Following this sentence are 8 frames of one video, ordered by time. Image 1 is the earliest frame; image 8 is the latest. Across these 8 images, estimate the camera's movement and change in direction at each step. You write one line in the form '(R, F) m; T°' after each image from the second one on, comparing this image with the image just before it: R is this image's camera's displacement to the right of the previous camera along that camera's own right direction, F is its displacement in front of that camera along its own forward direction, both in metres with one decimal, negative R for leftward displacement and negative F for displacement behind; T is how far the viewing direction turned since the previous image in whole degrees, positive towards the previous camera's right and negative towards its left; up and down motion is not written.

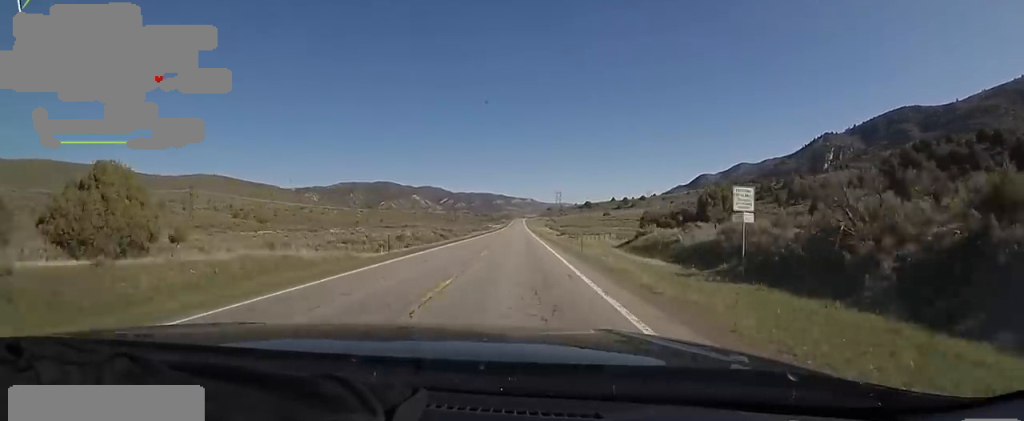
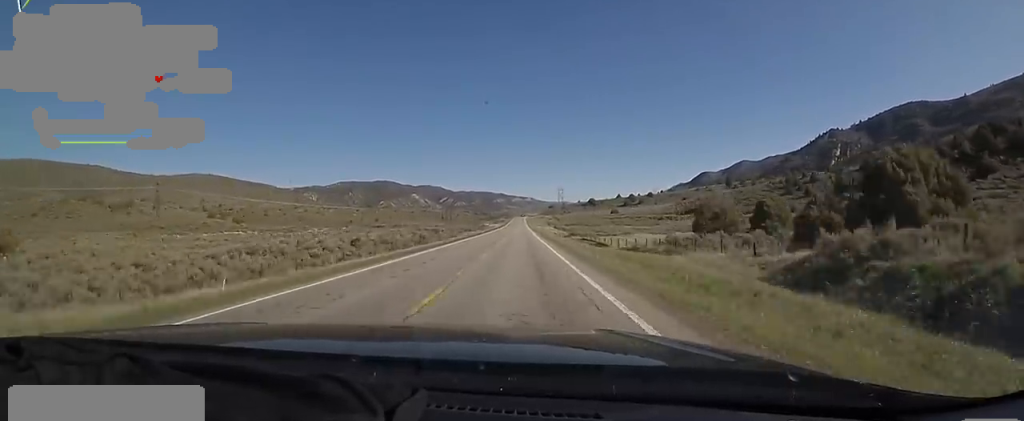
(+0.7, +25.7) m; 0°
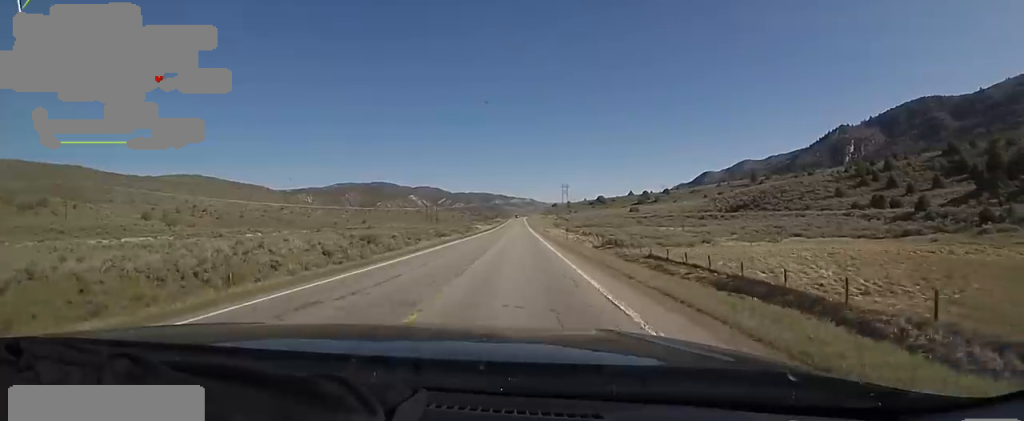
(-1.5, +52.8) m; -1°
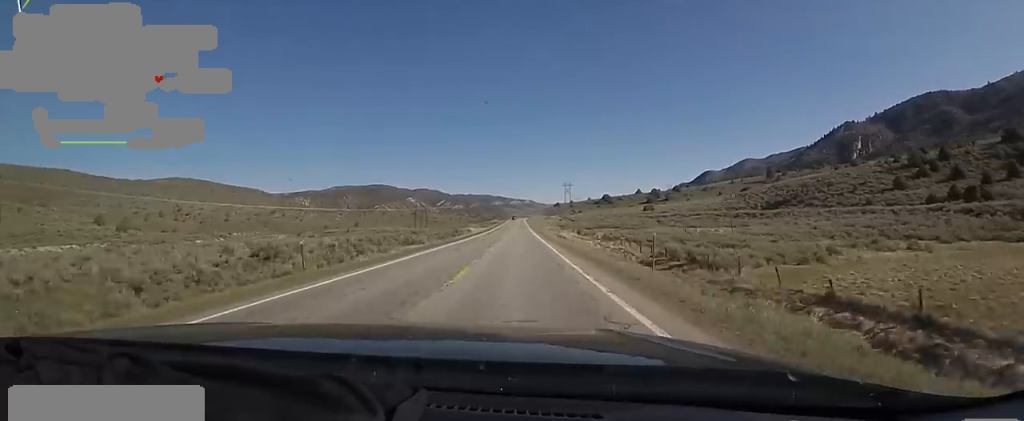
(0.0, +29.2) m; -1°
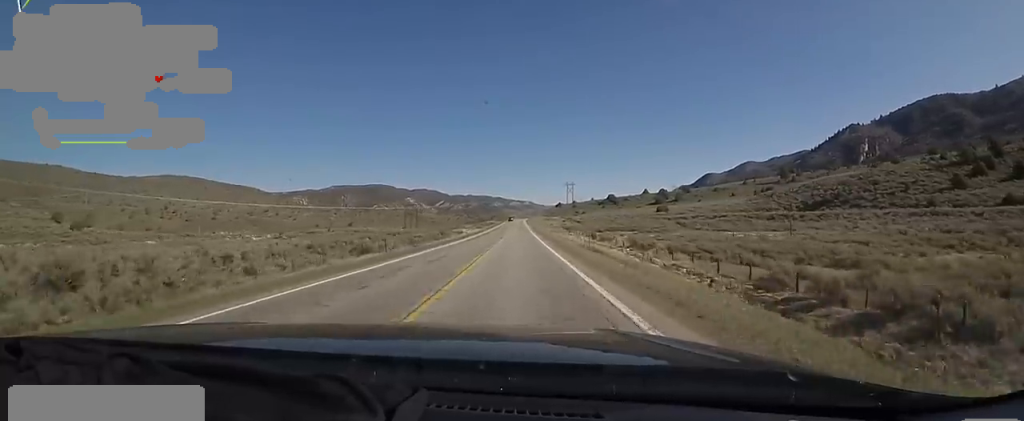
(-0.2, +21.8) m; +1°
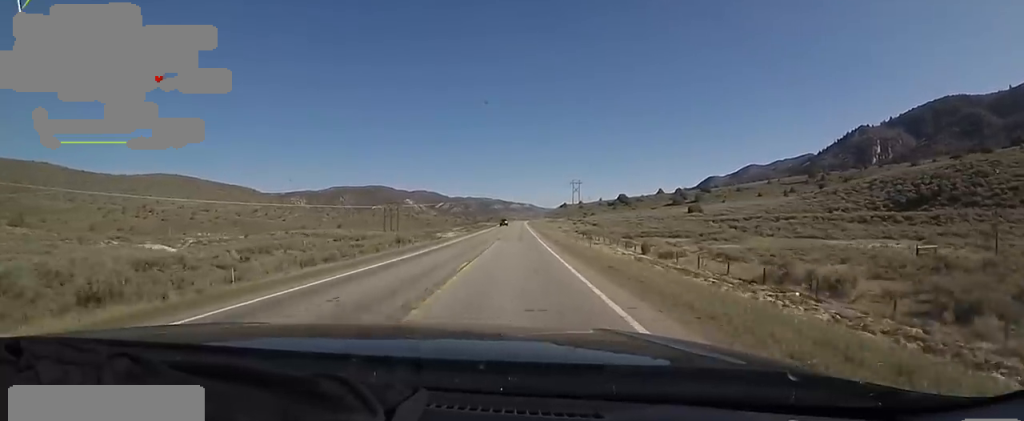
(+0.9, +36.2) m; +1°
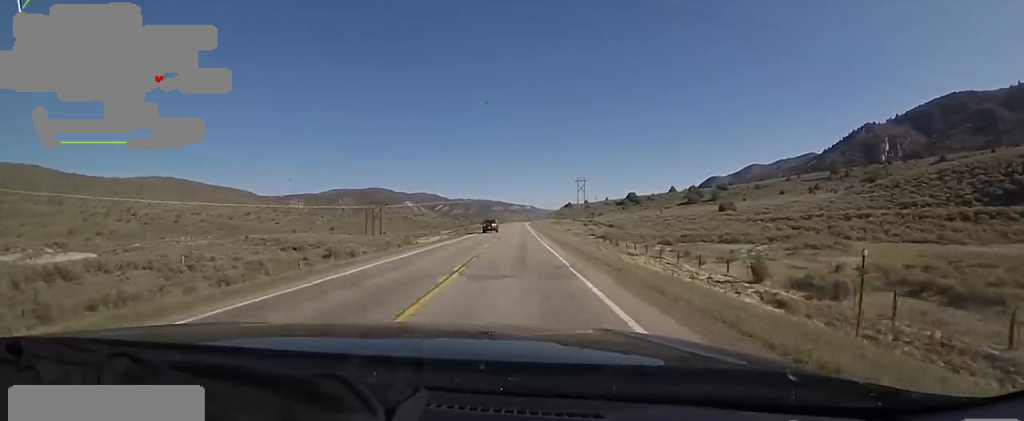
(-0.2, +24.9) m; -1°
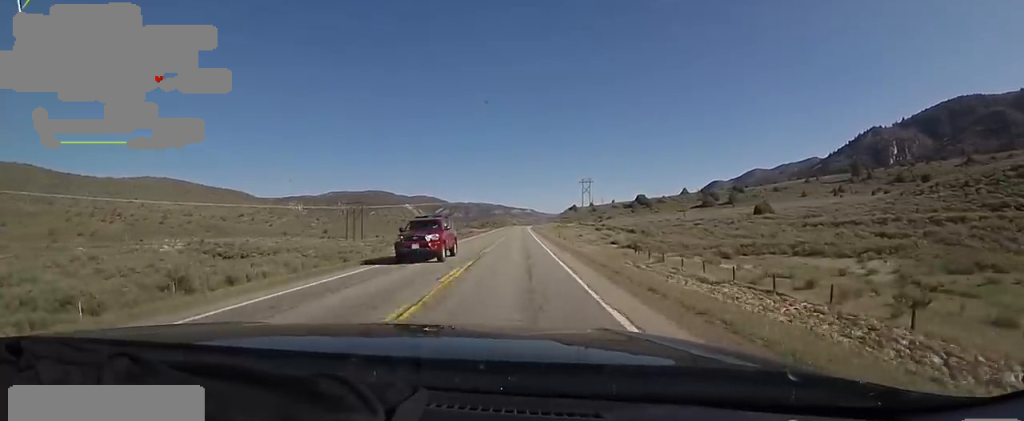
(-0.5, +20.7) m; -1°
